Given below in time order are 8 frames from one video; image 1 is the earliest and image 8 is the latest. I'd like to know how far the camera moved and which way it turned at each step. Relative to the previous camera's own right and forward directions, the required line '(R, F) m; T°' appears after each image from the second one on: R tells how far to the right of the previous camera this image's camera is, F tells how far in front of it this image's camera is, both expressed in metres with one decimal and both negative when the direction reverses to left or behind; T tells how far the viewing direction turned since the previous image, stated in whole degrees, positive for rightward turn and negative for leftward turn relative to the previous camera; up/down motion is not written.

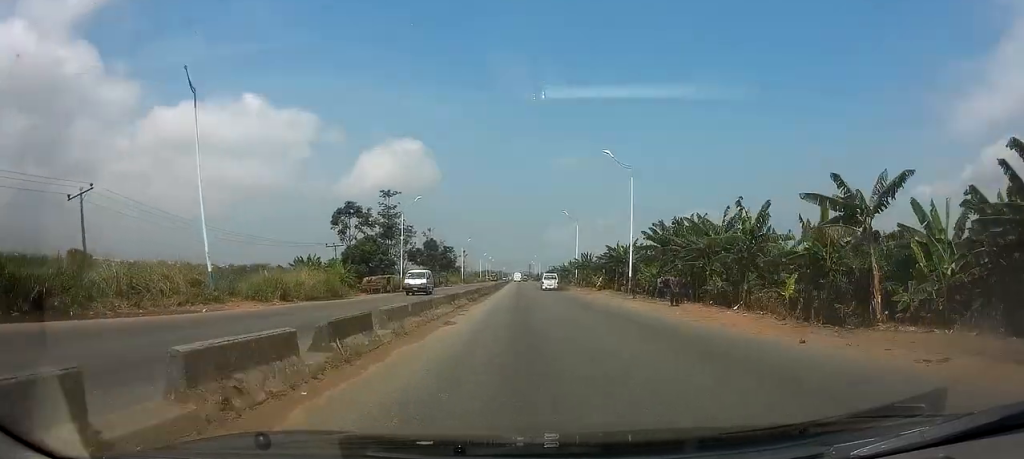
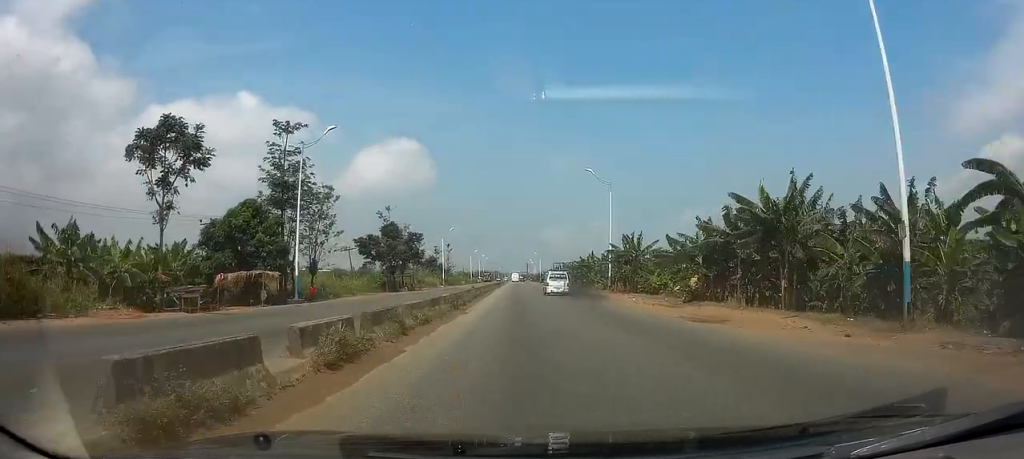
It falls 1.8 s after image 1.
(+0.2, +33.1) m; 0°
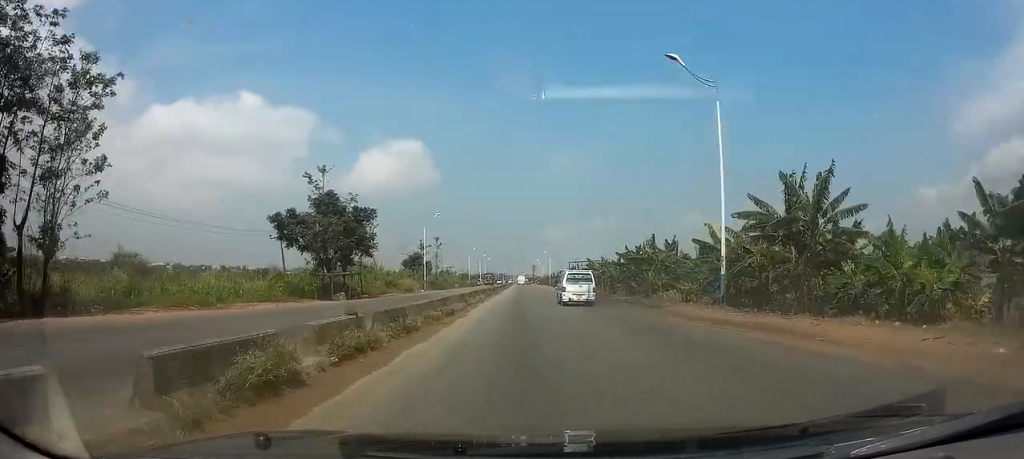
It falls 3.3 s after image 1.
(-0.1, +29.0) m; -1°
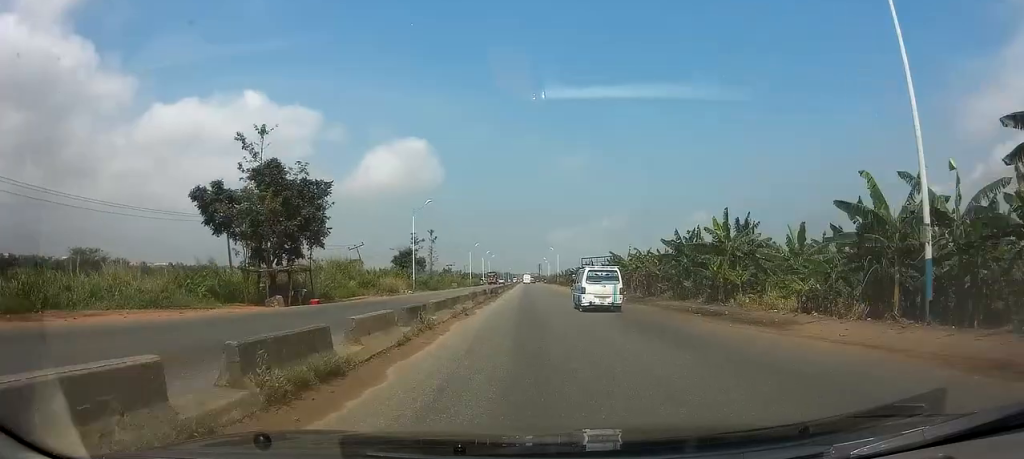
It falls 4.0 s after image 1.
(0.0, +13.1) m; 0°
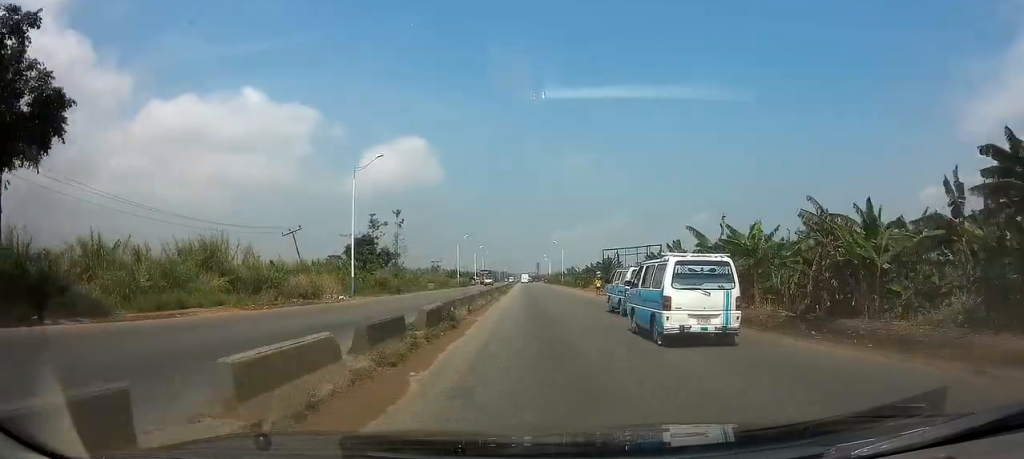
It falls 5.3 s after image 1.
(0.0, +26.2) m; 0°
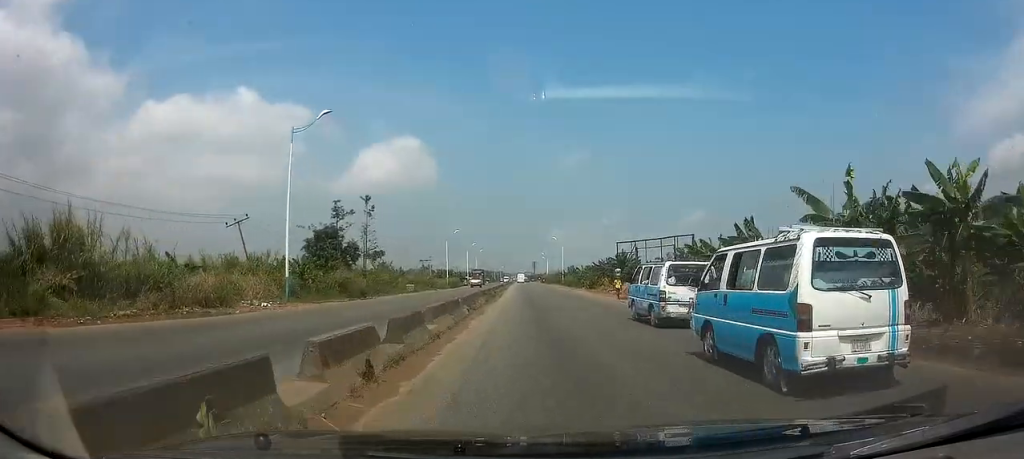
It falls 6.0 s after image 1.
(0.0, +13.1) m; 0°
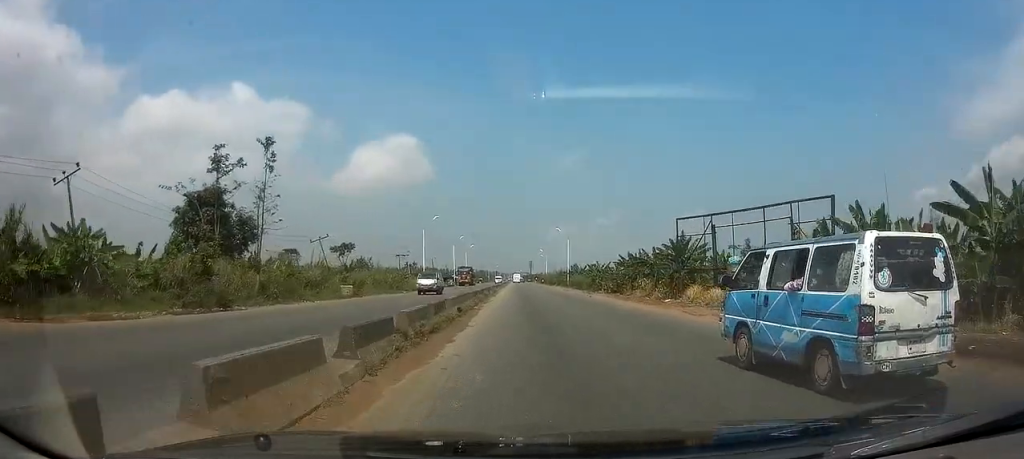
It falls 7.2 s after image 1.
(+0.1, +23.9) m; 0°
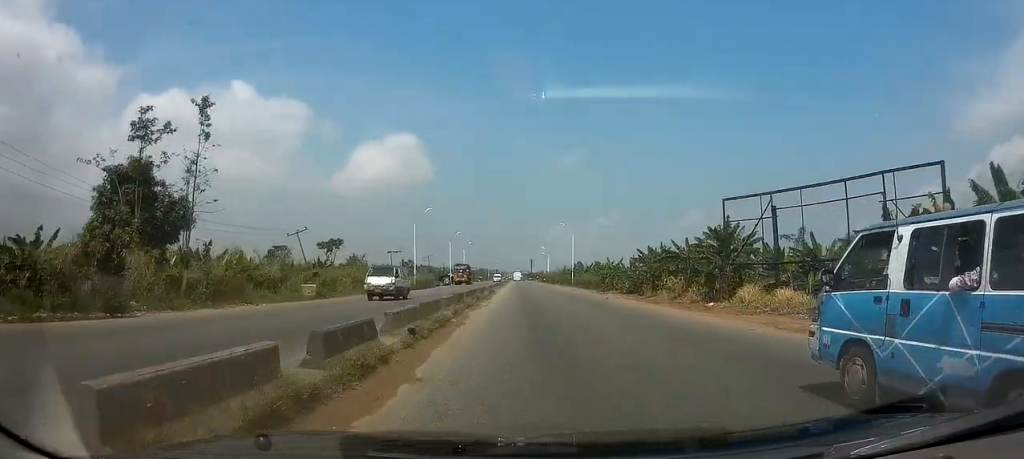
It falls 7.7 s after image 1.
(0.0, +8.5) m; 0°
